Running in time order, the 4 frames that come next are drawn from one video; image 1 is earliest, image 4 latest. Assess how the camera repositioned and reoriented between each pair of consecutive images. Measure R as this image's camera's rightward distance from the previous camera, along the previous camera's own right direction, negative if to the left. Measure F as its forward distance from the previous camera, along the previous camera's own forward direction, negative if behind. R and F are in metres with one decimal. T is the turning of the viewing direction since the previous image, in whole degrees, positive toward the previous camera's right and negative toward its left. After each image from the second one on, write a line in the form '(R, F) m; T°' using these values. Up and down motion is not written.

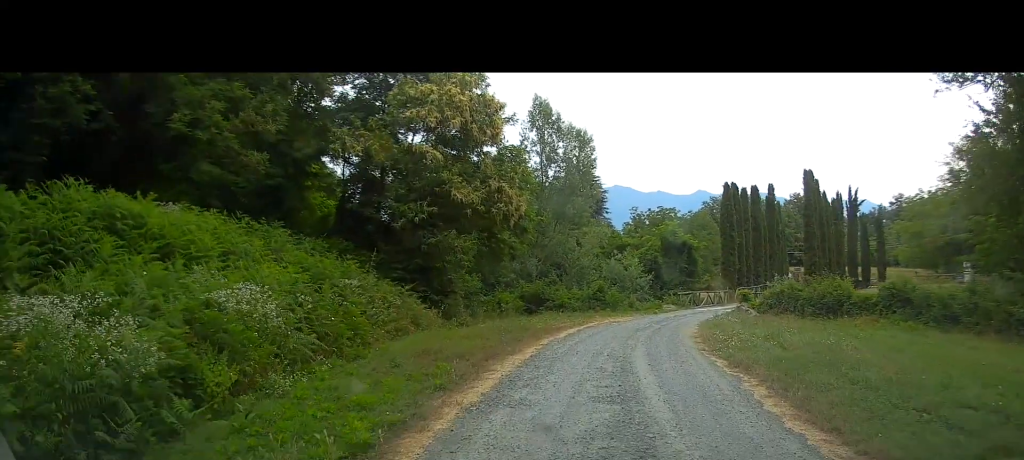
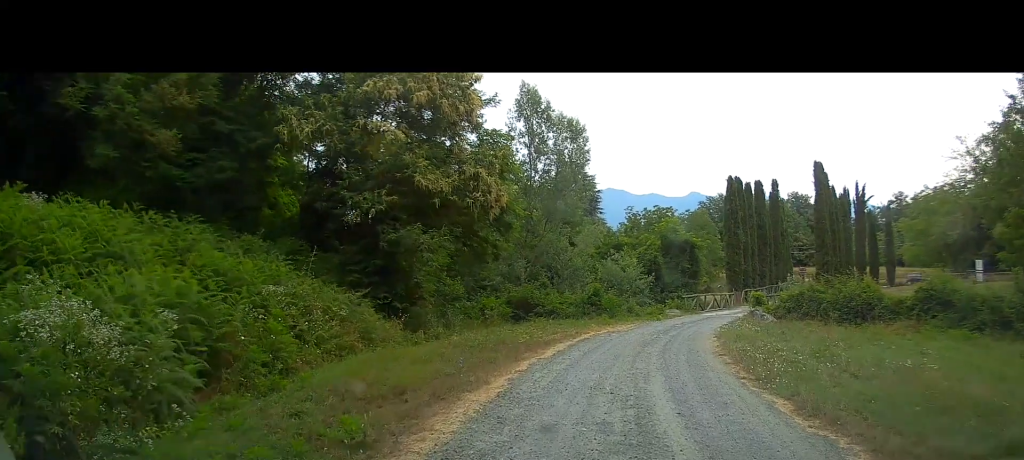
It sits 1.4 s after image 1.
(+0.3, +4.4) m; 0°
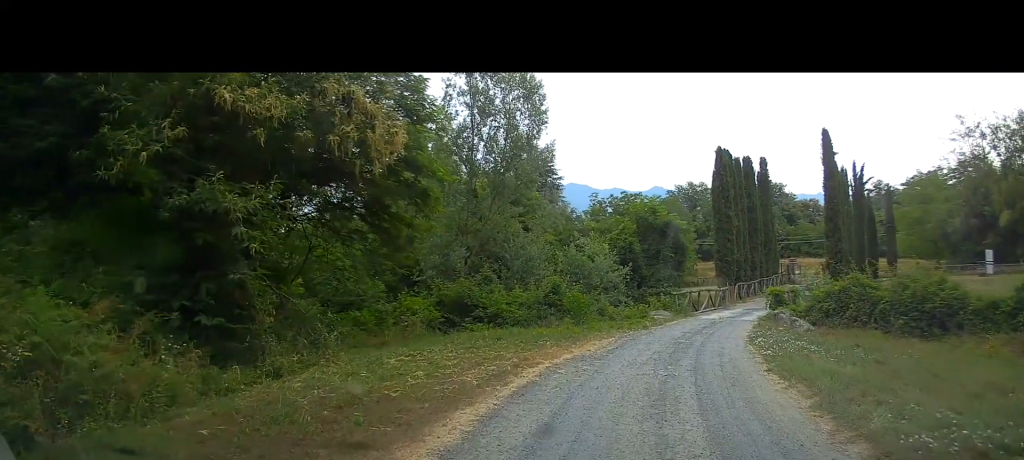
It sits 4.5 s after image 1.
(-0.3, +9.7) m; -1°
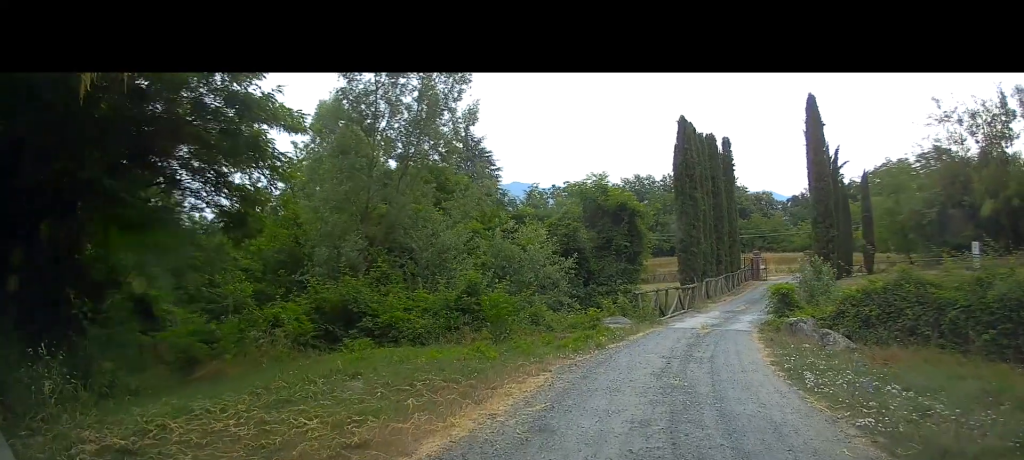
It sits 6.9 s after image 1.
(-0.2, +7.3) m; +3°
